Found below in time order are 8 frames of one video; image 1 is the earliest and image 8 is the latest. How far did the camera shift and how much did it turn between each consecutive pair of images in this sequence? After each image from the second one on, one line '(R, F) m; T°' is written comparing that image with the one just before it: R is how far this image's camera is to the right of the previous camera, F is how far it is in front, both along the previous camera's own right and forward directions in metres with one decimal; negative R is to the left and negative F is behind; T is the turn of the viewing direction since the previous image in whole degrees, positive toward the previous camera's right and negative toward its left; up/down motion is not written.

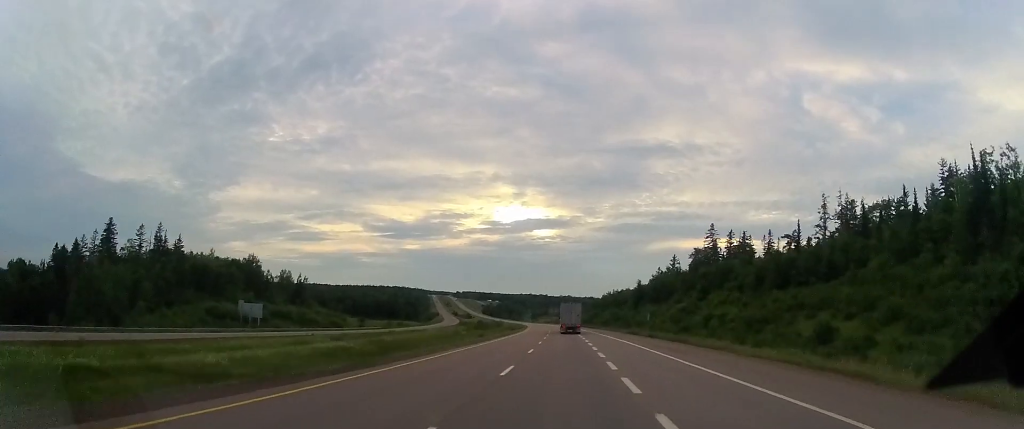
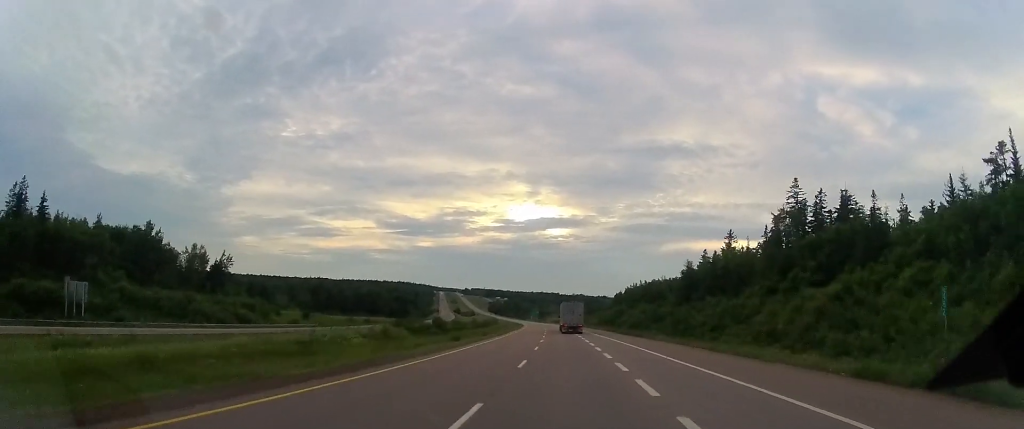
(-1.0, +55.9) m; -2°
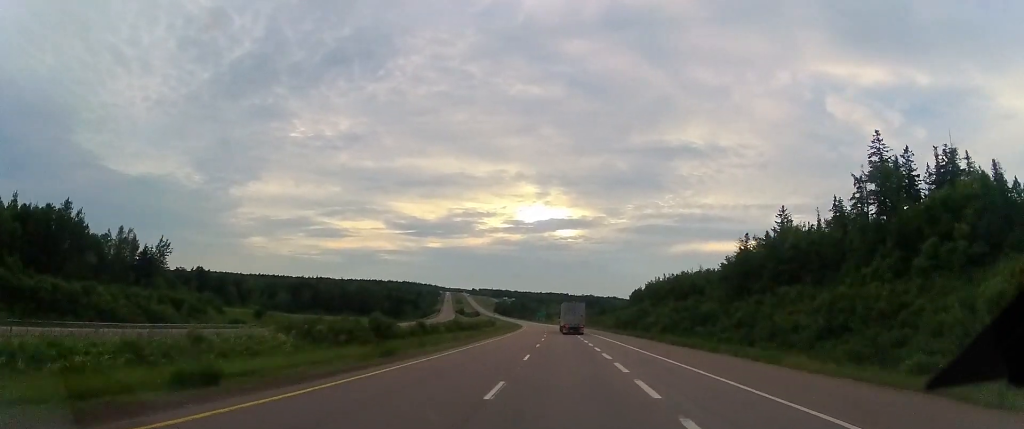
(0.0, +31.4) m; 0°
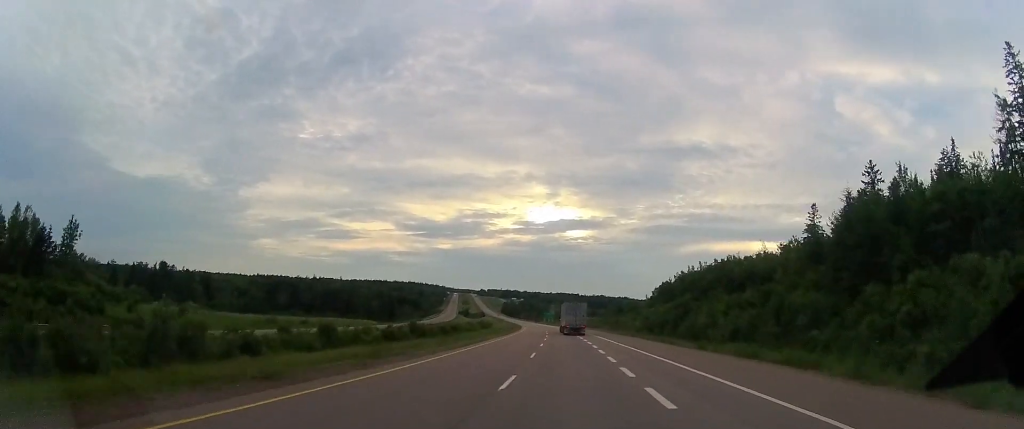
(-0.2, +33.7) m; -1°
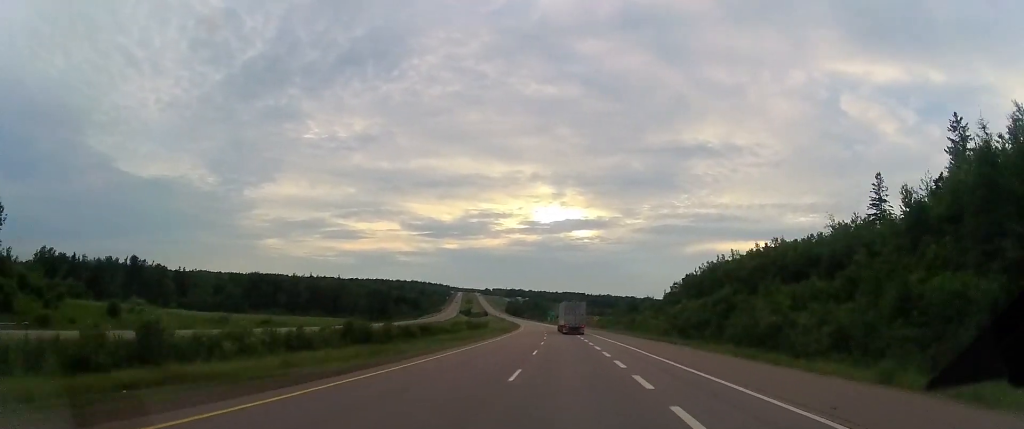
(-0.6, +22.2) m; -1°
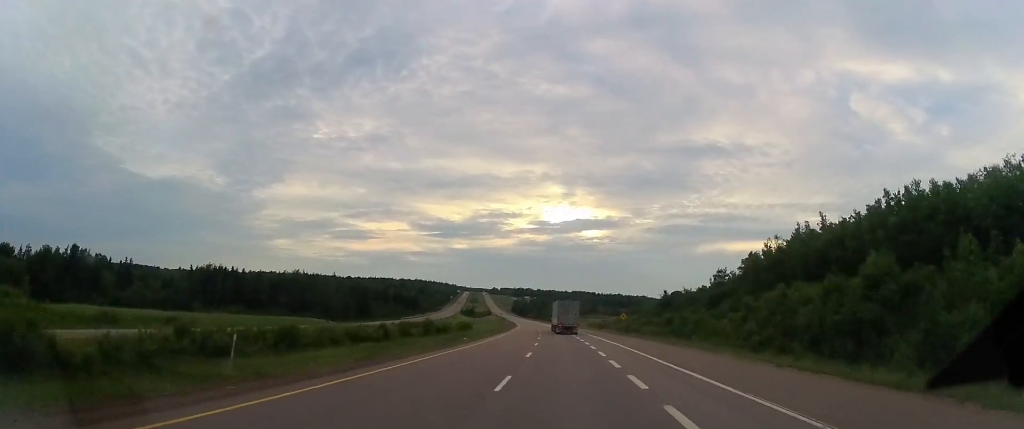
(+0.3, +38.2) m; 0°
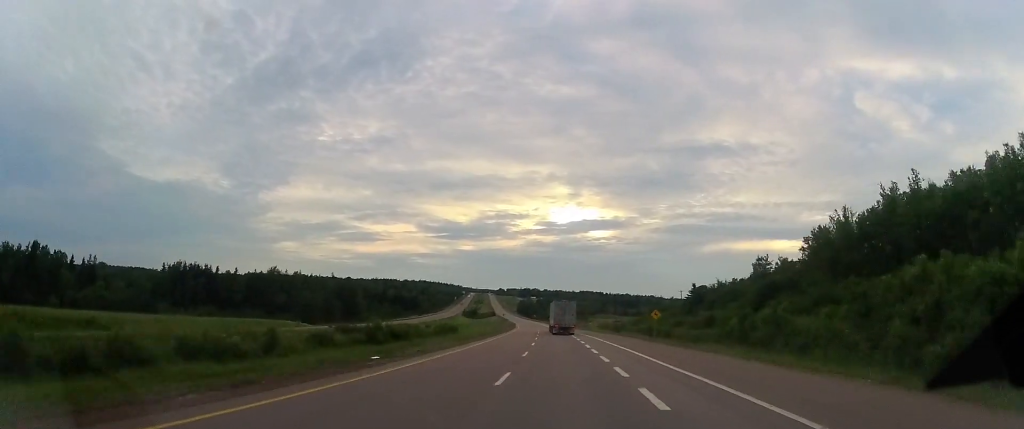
(-0.2, +22.3) m; -1°
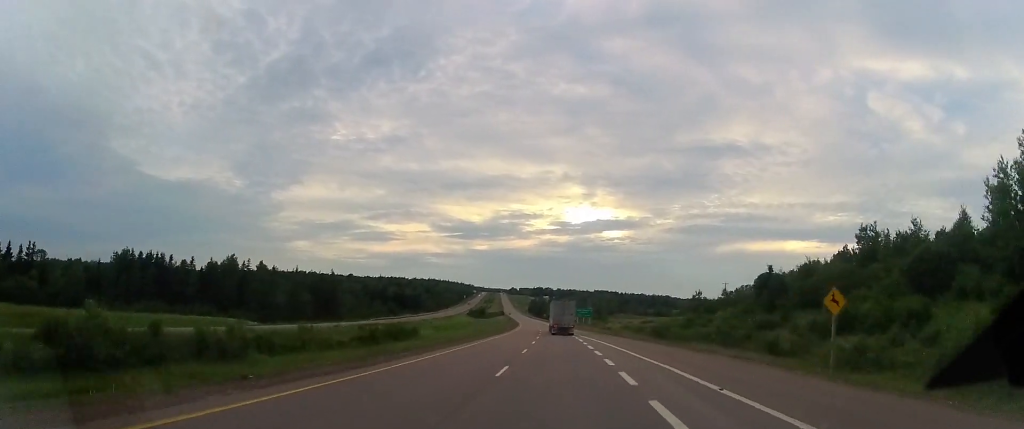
(-0.3, +33.9) m; -2°
